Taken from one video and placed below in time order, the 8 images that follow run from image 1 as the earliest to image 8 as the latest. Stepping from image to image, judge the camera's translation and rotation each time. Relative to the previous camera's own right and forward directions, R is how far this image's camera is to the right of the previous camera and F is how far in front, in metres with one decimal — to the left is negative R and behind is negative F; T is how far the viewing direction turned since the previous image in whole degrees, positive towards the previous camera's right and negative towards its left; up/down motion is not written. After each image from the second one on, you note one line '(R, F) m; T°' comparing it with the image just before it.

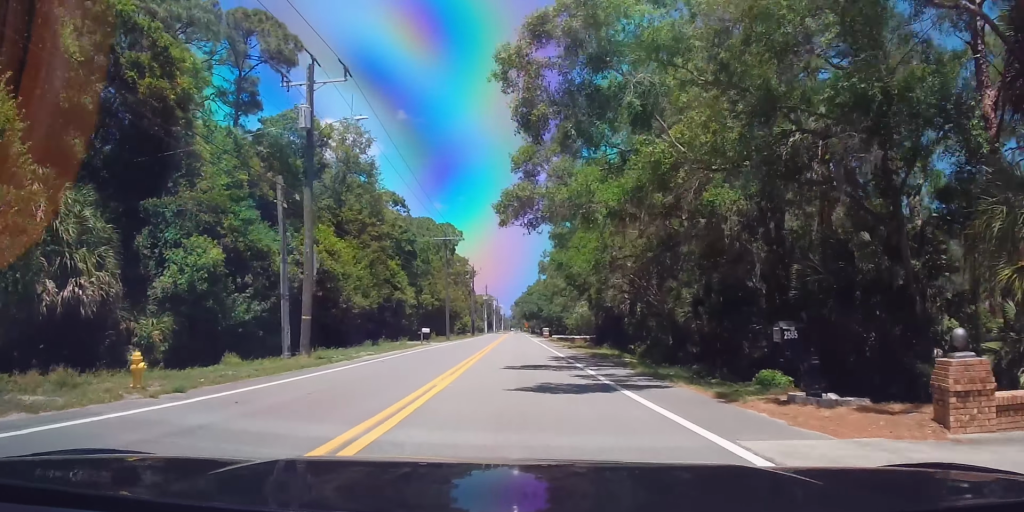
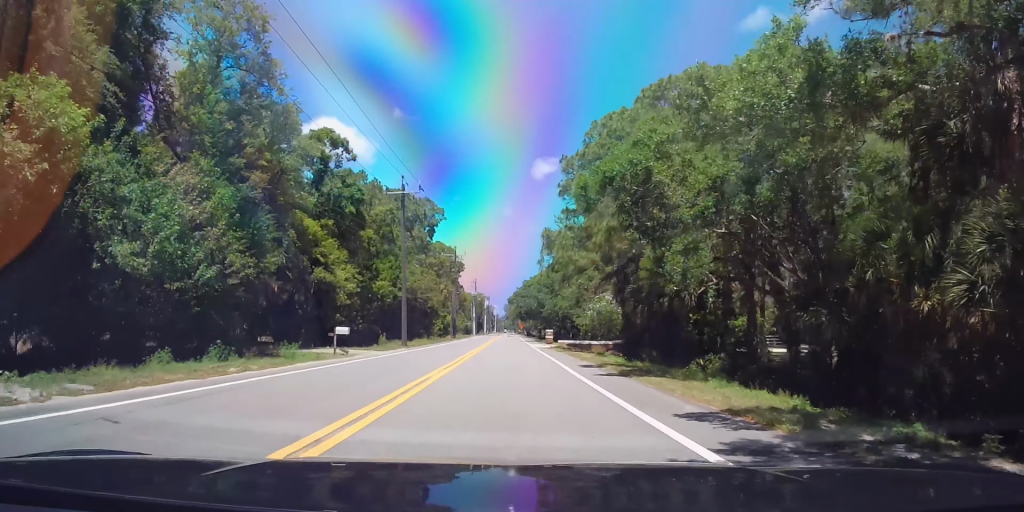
(-0.4, +22.6) m; -1°
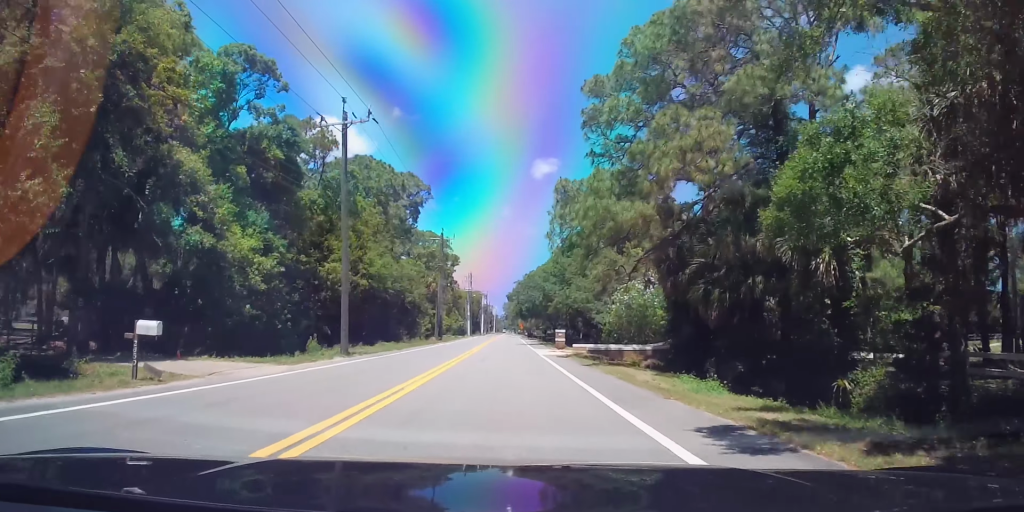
(+0.2, +15.1) m; +1°
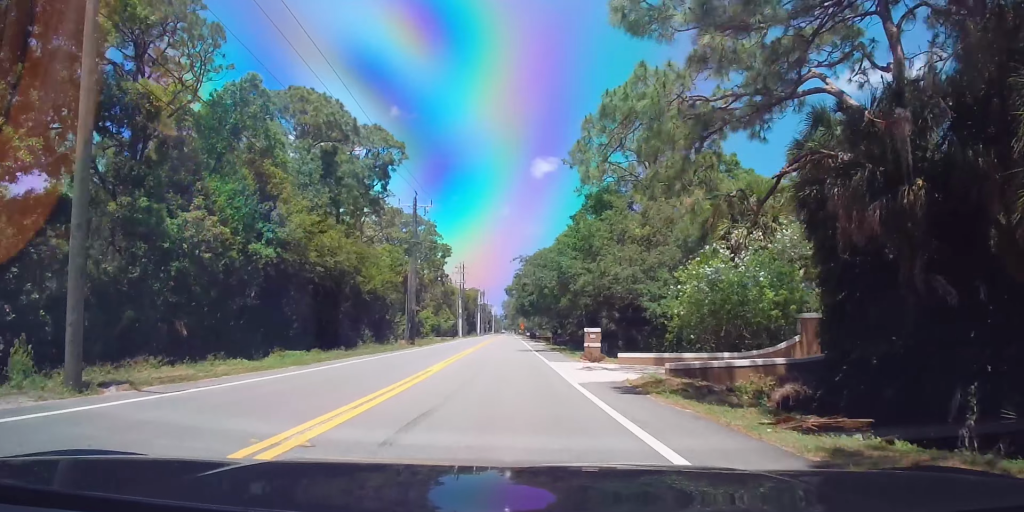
(+0.2, +18.3) m; +1°
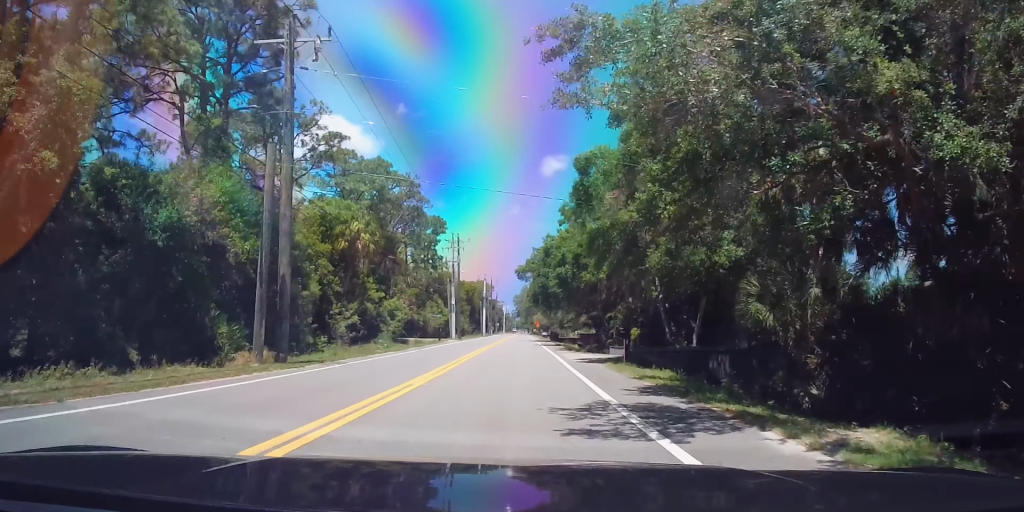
(-0.2, +29.6) m; -2°
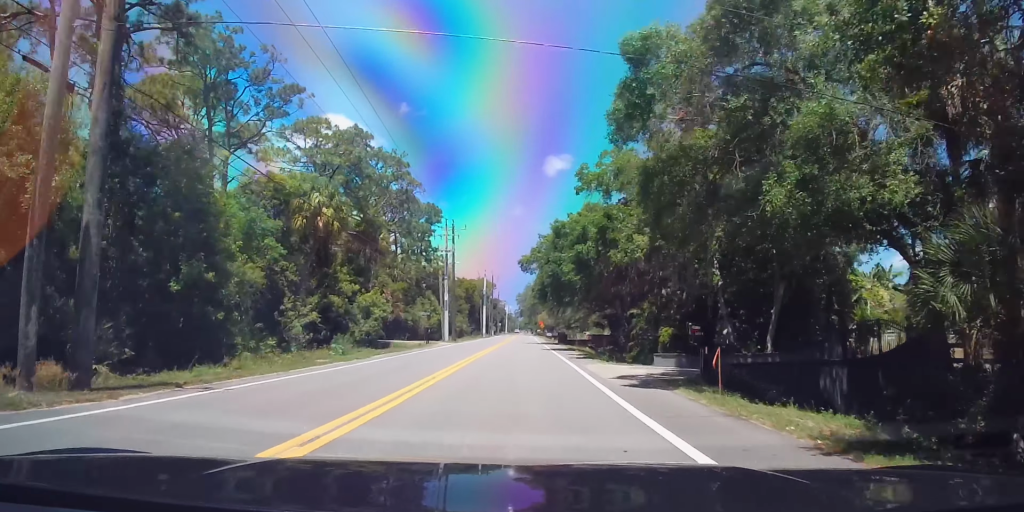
(-0.2, +10.0) m; -1°
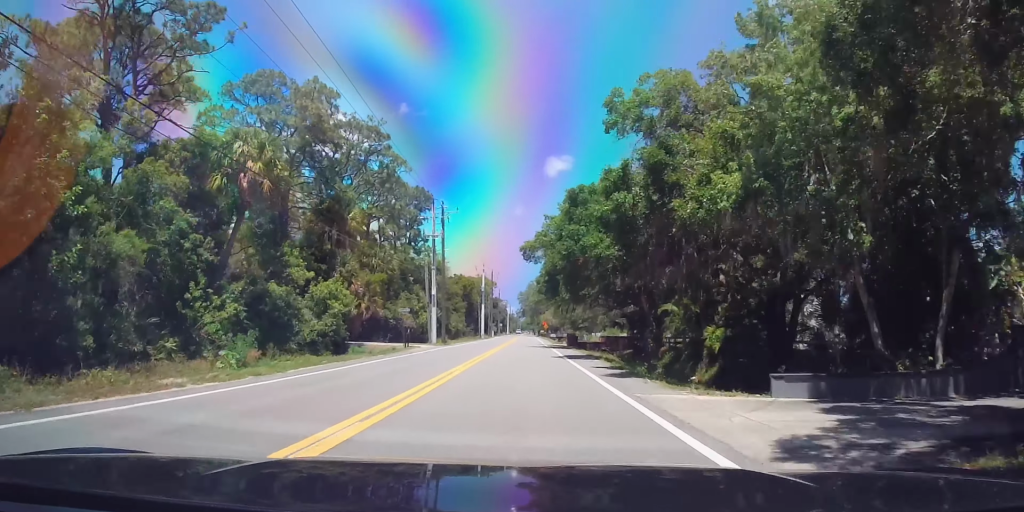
(0.0, +10.7) m; 0°
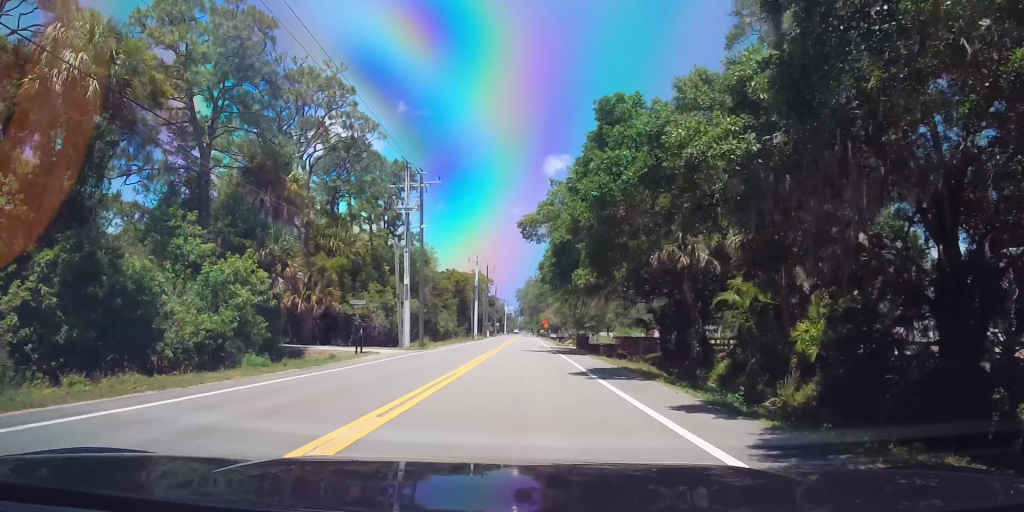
(+0.1, +11.9) m; 0°
